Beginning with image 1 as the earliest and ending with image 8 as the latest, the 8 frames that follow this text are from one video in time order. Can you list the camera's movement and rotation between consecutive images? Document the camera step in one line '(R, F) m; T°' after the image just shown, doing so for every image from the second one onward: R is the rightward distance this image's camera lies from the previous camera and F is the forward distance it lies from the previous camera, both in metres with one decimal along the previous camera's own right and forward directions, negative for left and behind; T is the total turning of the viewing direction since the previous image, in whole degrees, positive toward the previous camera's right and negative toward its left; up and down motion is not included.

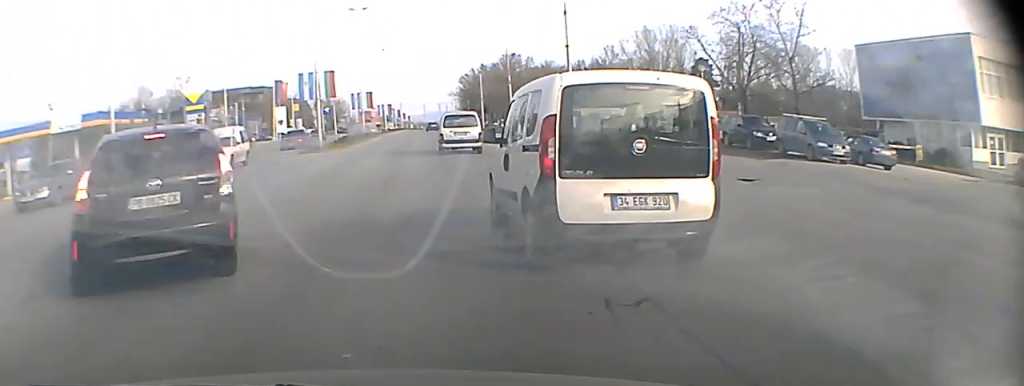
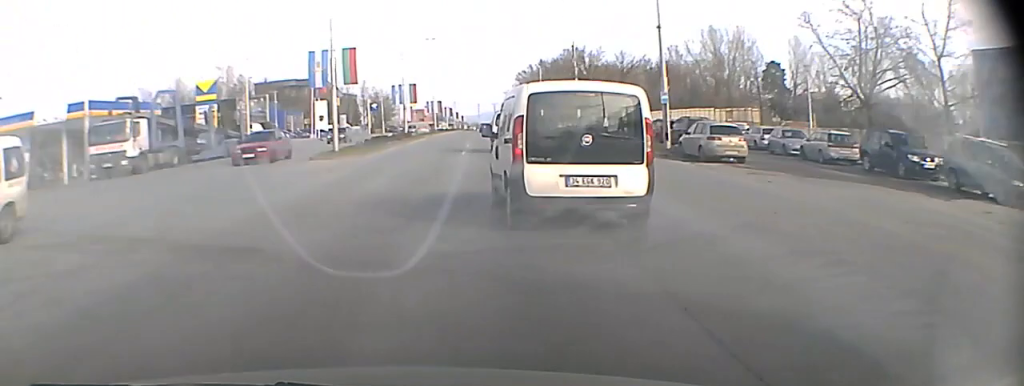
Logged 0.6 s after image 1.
(0.0, +8.2) m; 0°
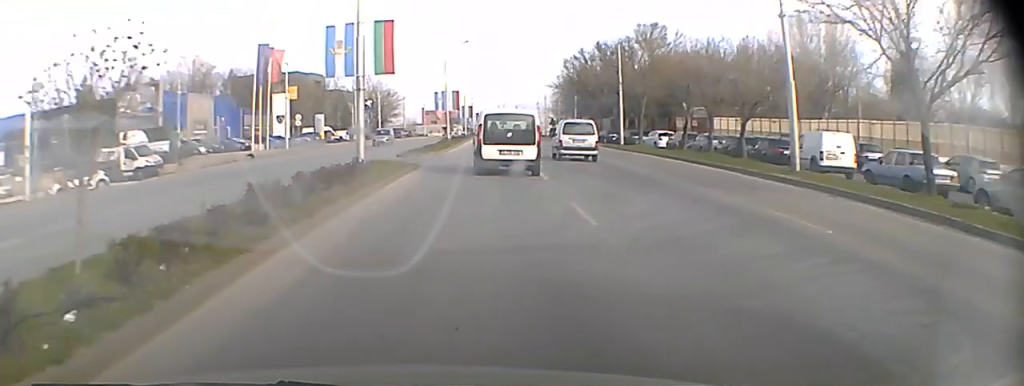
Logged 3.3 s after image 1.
(0.0, +36.9) m; 0°
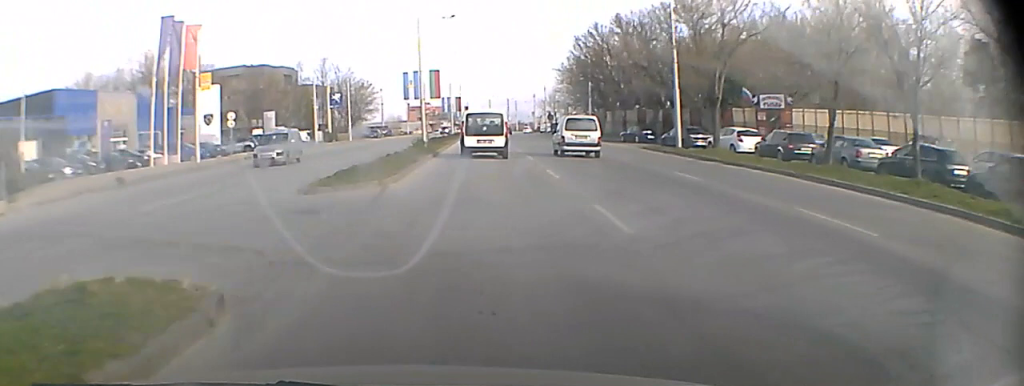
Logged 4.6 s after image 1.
(0.0, +17.9) m; 0°
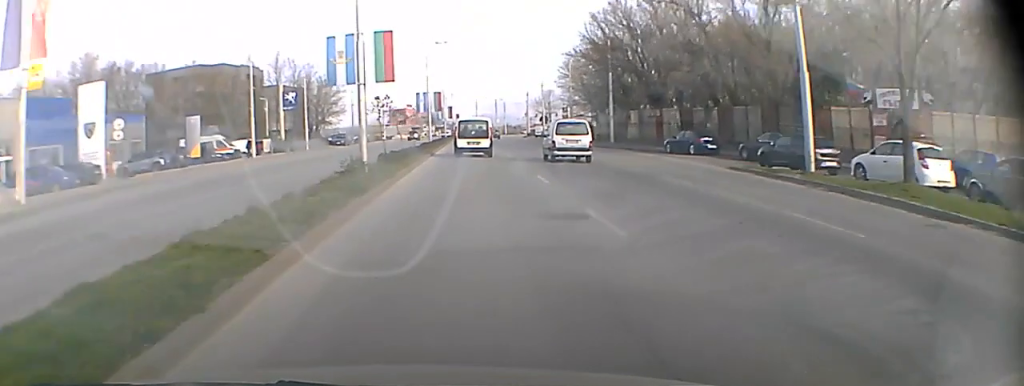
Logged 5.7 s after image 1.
(0.0, +15.5) m; 0°
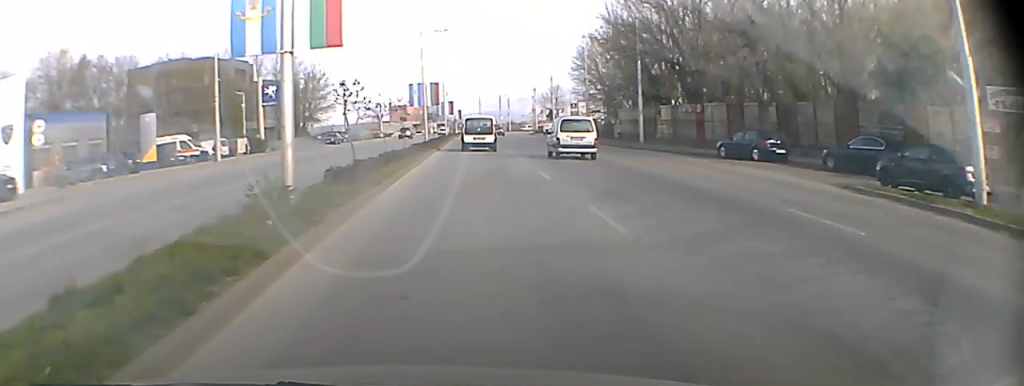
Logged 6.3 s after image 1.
(0.0, +8.6) m; 0°
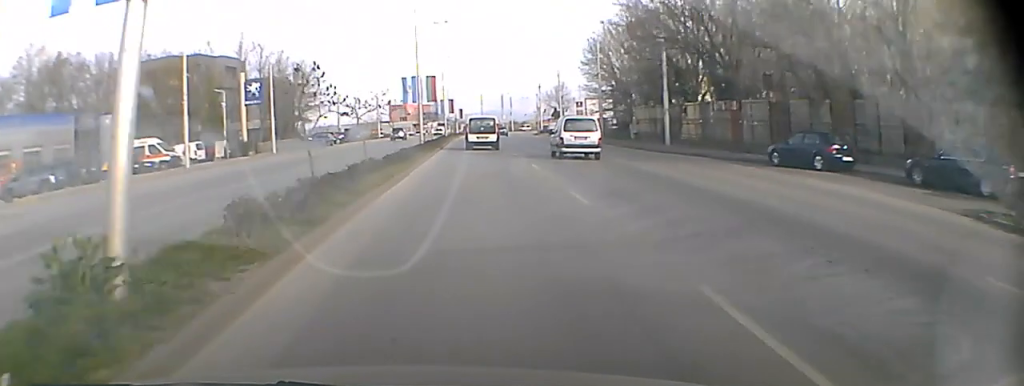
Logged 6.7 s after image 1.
(0.0, +5.8) m; 0°
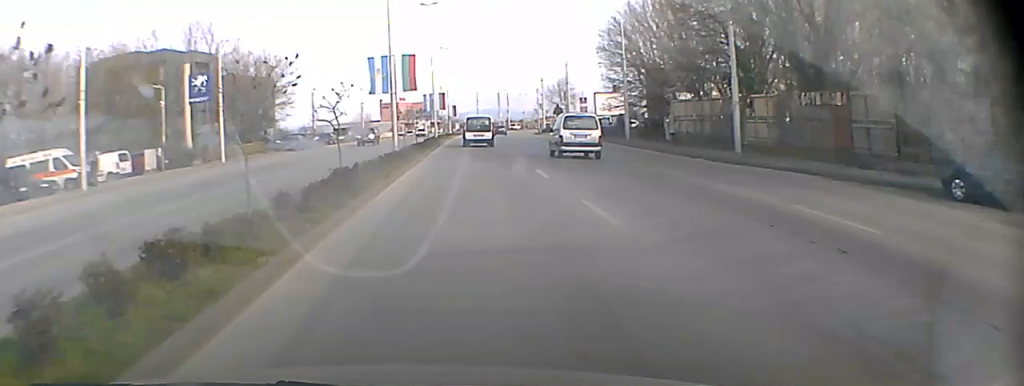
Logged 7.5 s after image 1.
(0.0, +11.6) m; 0°
